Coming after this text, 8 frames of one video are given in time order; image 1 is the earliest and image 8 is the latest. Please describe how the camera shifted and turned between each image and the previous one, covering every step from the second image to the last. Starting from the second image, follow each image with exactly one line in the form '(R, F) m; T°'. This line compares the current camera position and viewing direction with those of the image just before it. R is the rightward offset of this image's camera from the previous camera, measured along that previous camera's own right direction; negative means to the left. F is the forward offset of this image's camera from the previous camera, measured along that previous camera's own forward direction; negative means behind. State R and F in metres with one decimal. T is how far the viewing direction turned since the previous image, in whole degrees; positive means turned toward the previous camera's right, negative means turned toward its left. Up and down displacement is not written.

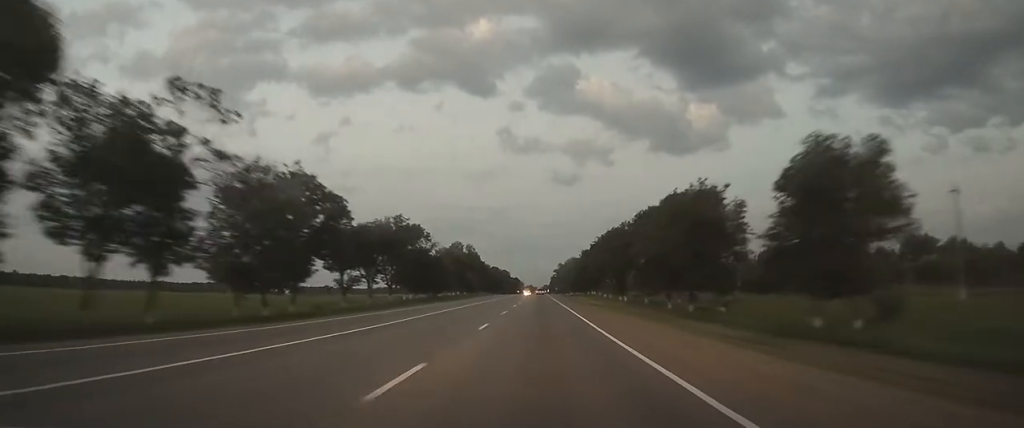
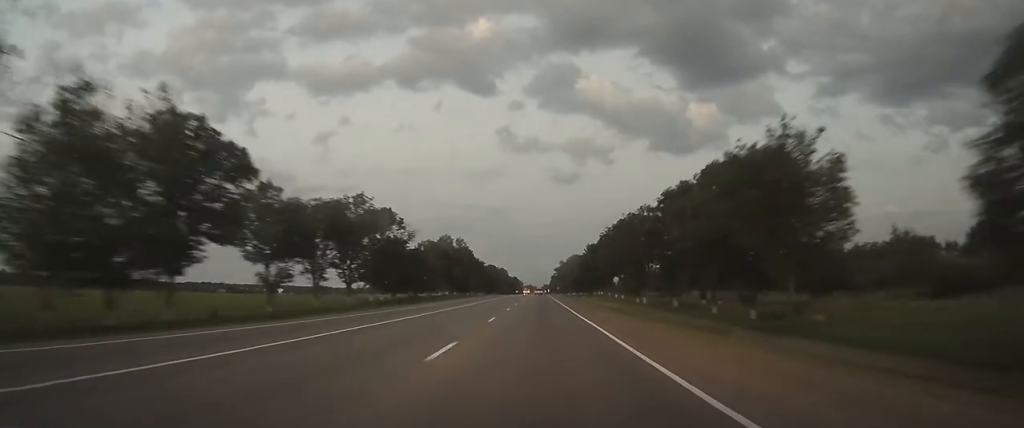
(0.0, +20.4) m; 0°
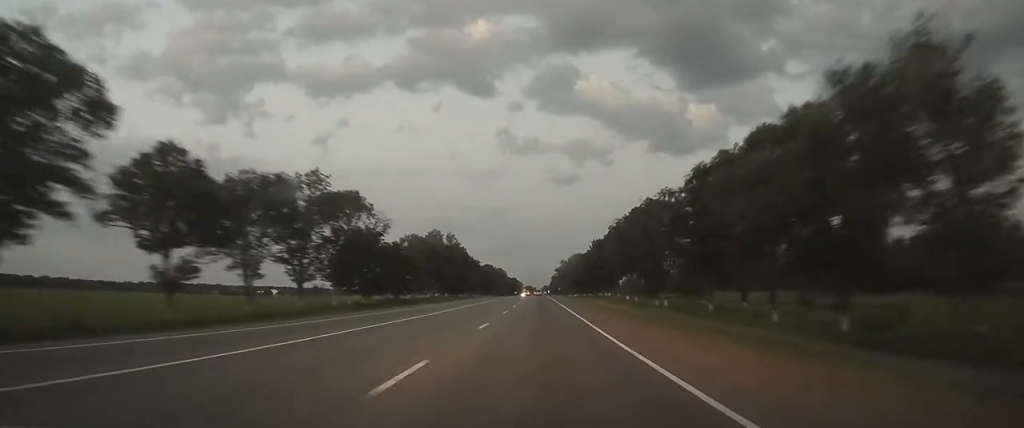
(0.0, +15.3) m; 0°
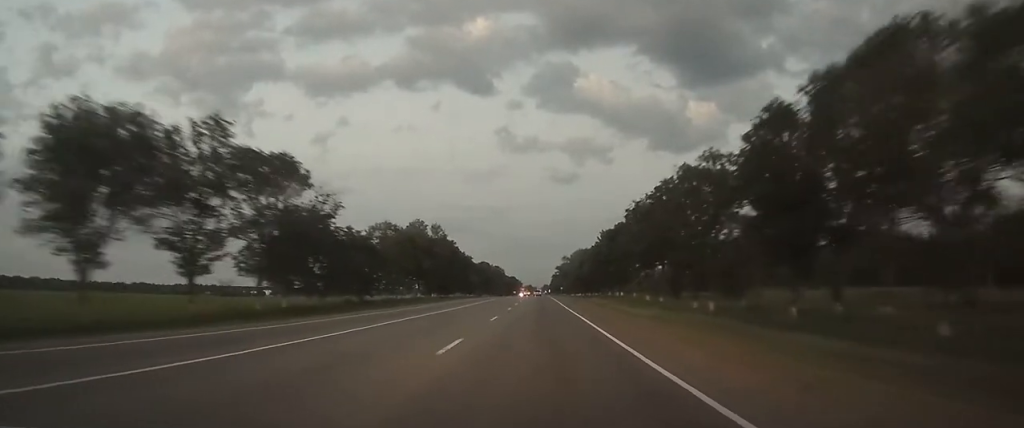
(0.0, +19.6) m; 0°
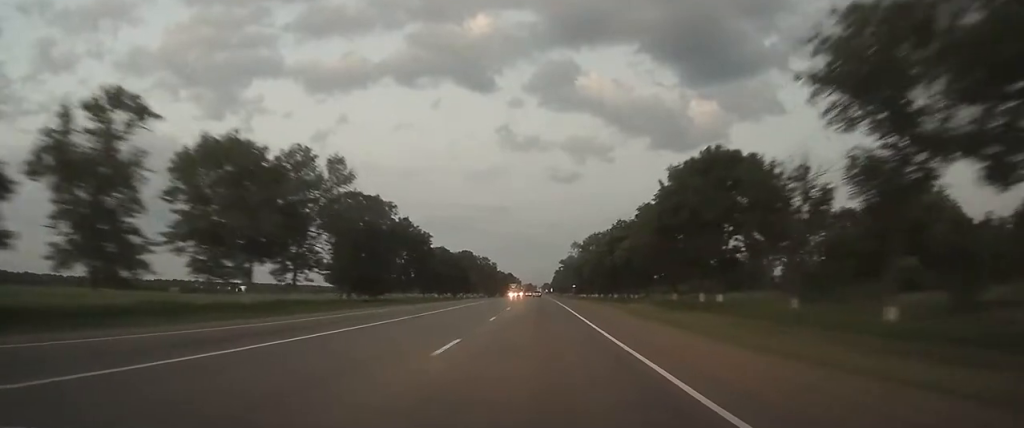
(+0.1, +60.5) m; 0°
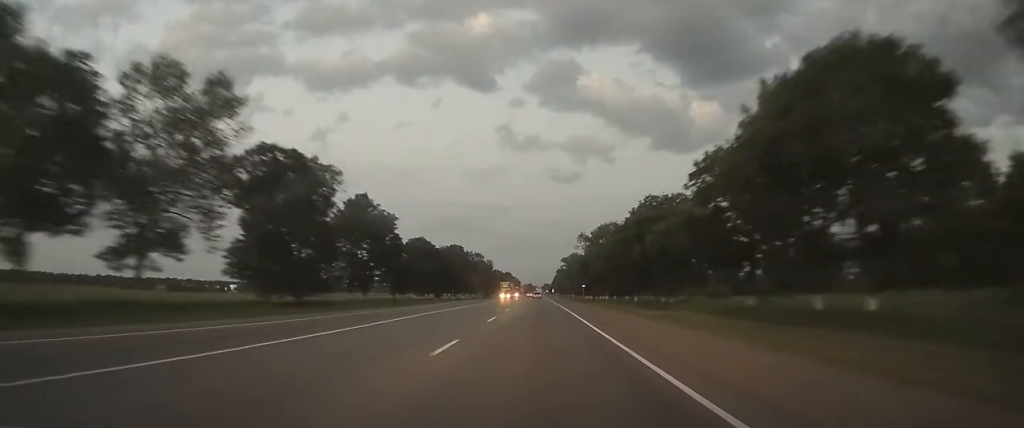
(0.0, +24.2) m; 0°
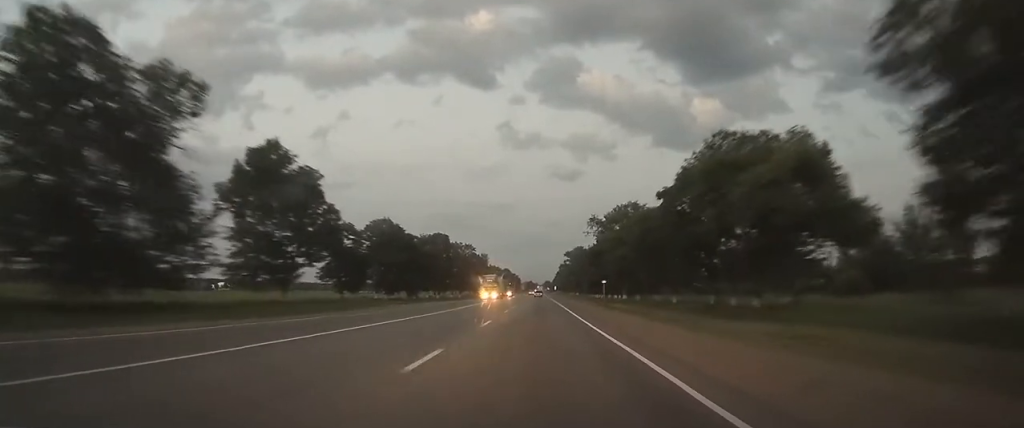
(-0.1, +26.4) m; 0°
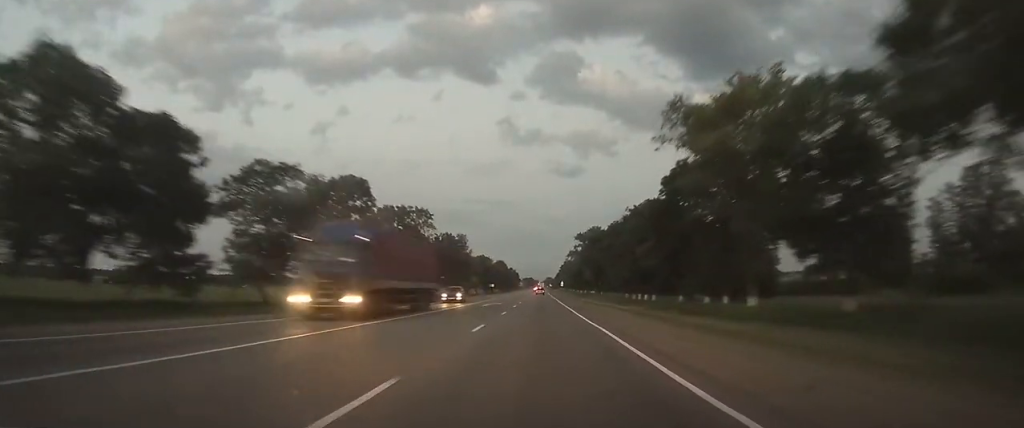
(+0.2, +63.9) m; 0°
